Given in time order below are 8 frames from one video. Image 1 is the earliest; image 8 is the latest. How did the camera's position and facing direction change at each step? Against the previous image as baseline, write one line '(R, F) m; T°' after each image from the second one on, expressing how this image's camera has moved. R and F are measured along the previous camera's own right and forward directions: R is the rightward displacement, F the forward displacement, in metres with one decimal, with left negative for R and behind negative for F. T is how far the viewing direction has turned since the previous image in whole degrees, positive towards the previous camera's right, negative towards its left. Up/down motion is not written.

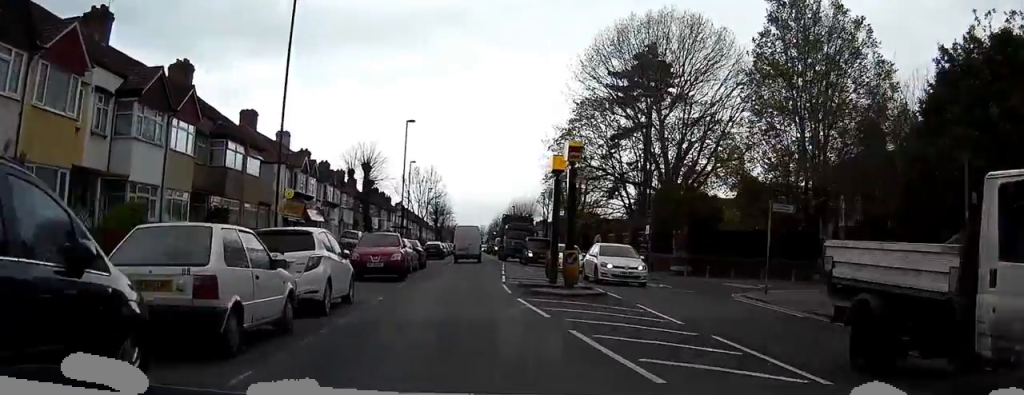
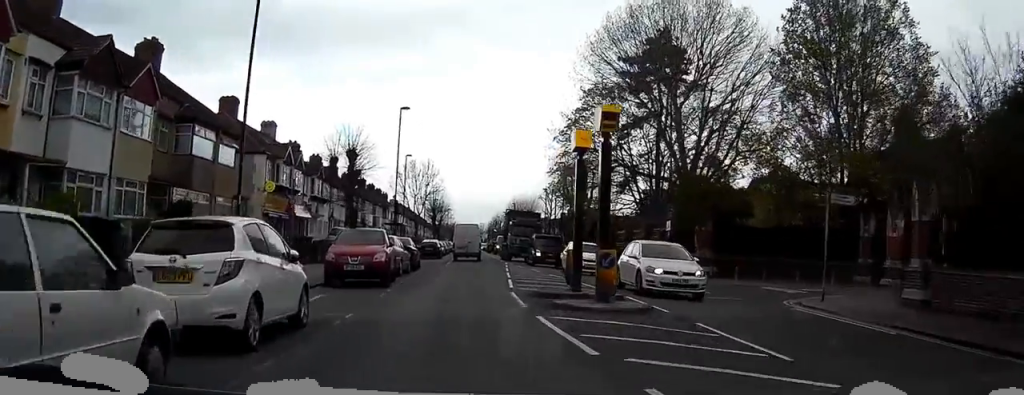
(0.0, +4.6) m; 0°
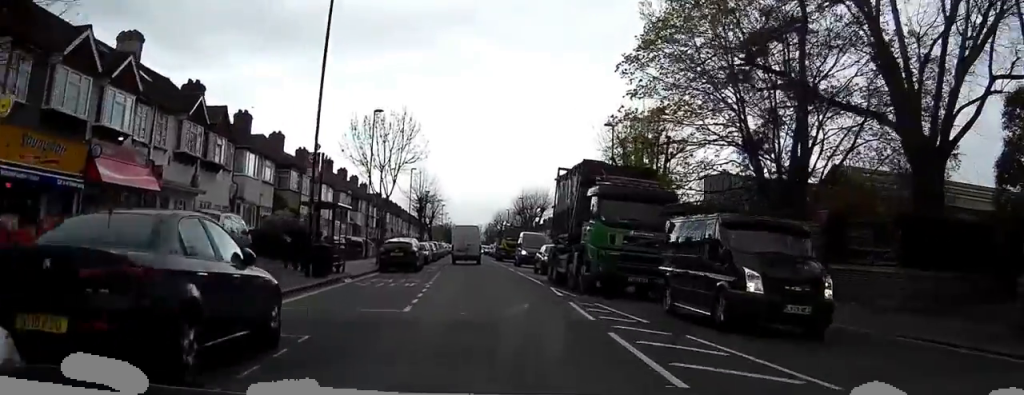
(+0.3, +26.6) m; 0°
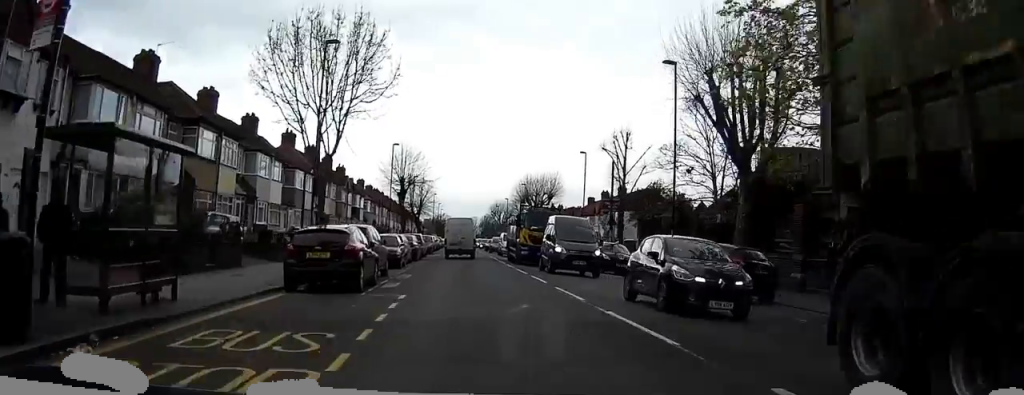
(0.0, +16.4) m; 0°
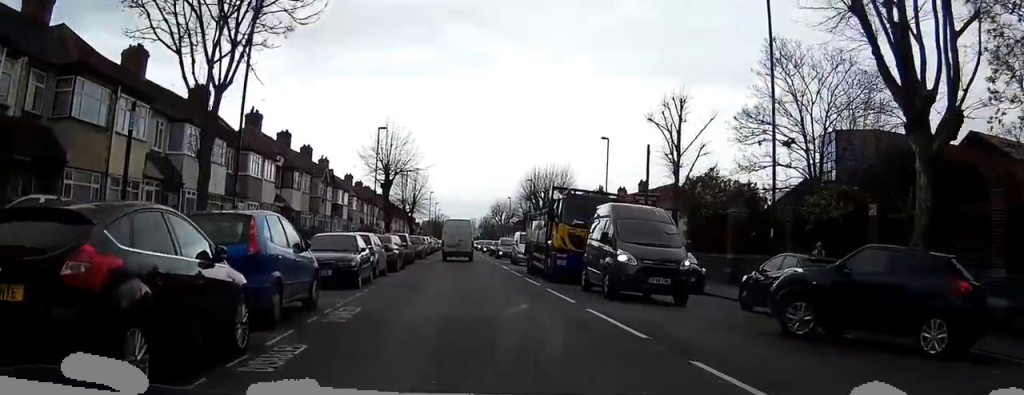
(0.0, +11.5) m; 0°
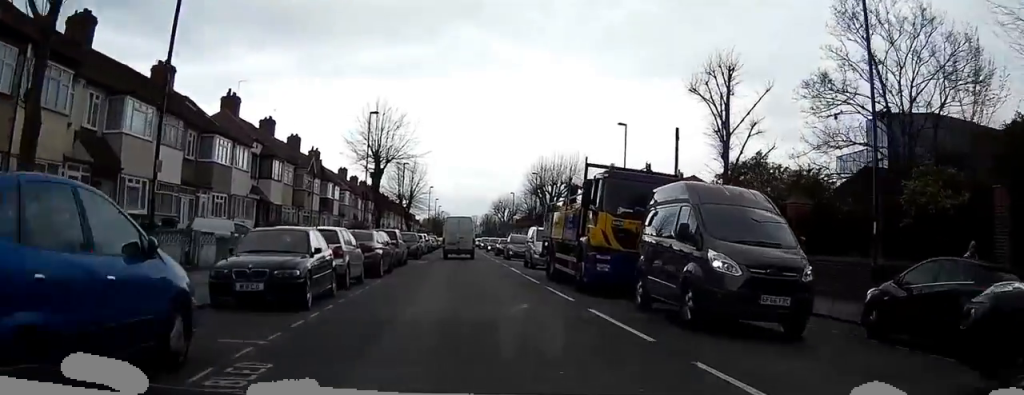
(0.0, +6.3) m; 0°
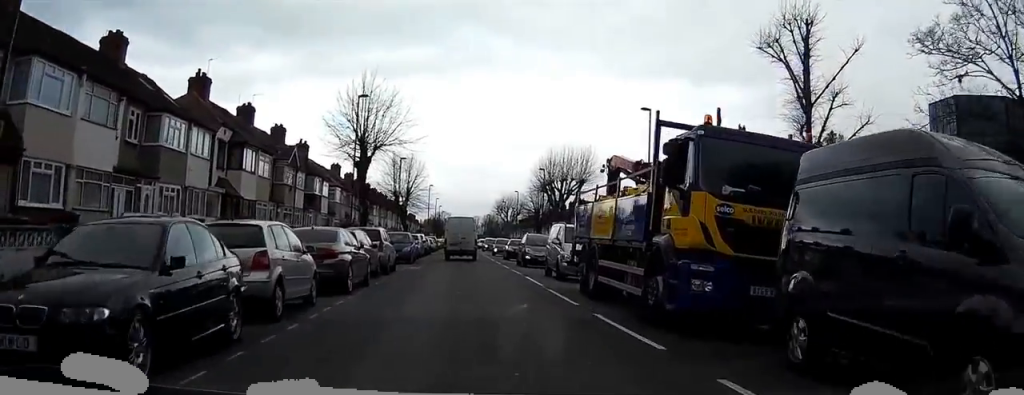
(0.0, +6.7) m; 0°
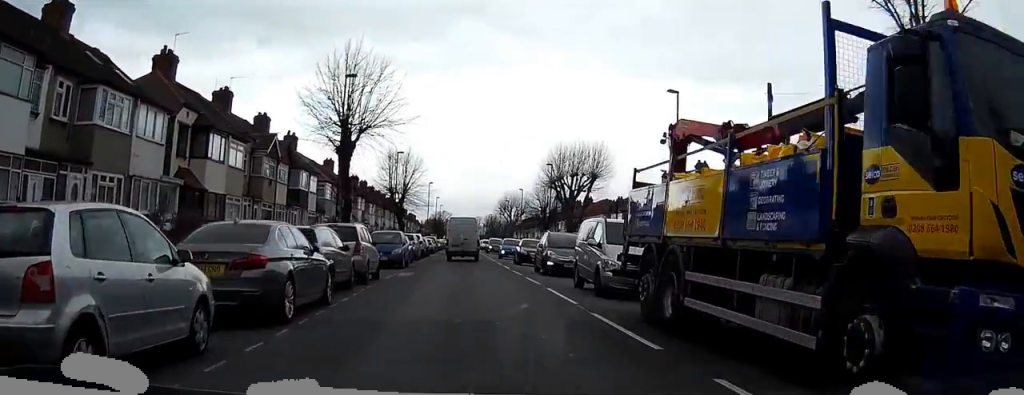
(0.0, +5.9) m; 0°
